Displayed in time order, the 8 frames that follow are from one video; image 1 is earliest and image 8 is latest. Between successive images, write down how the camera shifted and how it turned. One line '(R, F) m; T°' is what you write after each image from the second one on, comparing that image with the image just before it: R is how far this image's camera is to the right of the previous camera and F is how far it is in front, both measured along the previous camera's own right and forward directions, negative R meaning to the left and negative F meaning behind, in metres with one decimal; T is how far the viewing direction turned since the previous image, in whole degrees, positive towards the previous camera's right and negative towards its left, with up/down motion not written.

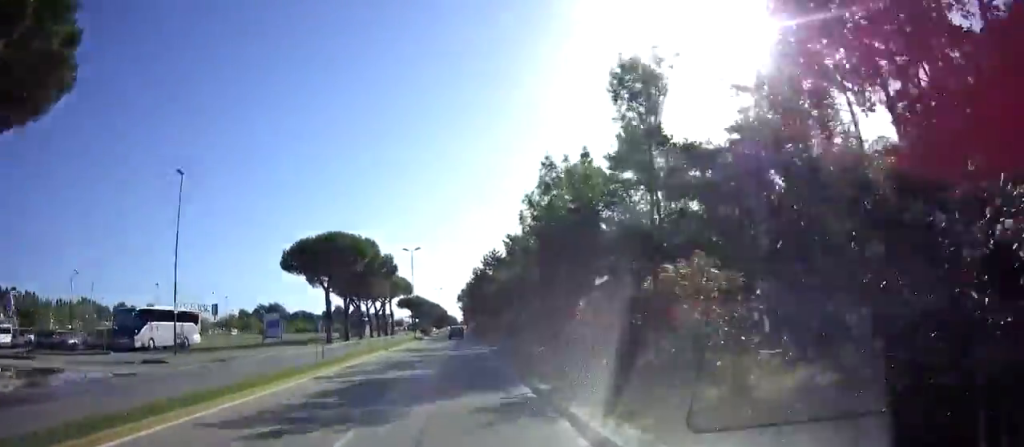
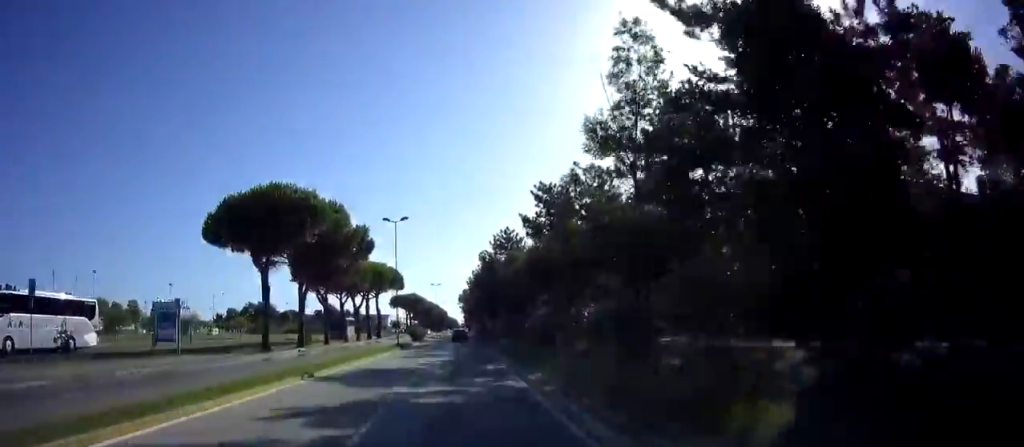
(0.0, +16.4) m; -1°
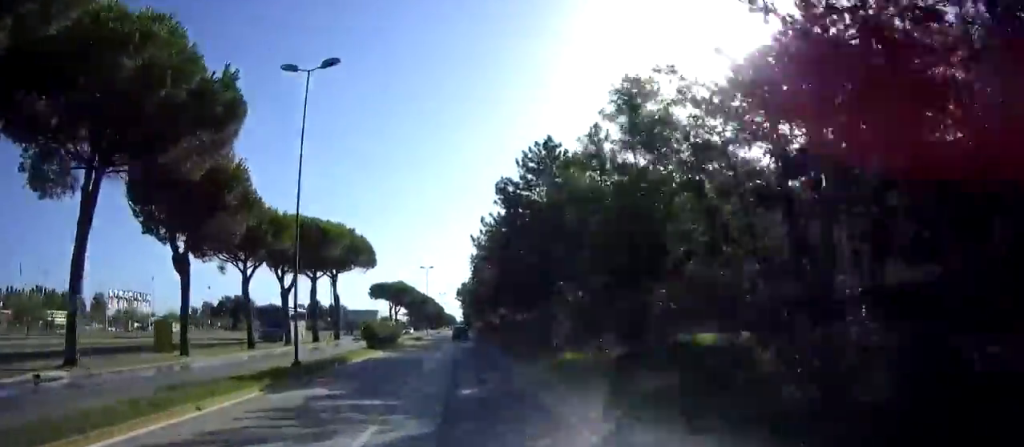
(-0.4, +25.6) m; 0°
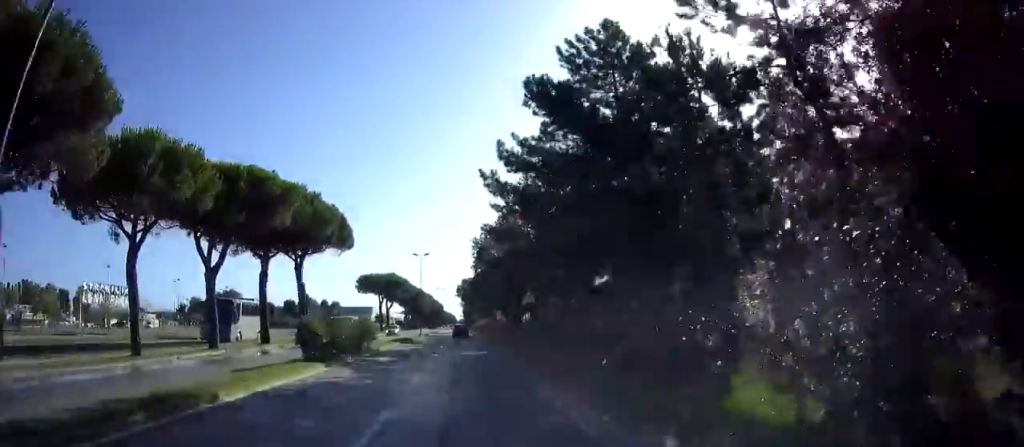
(+0.2, +11.6) m; +1°
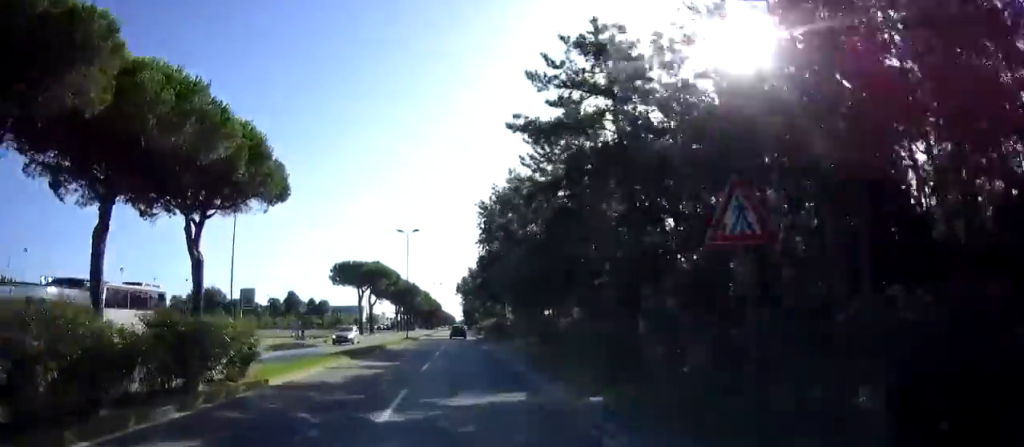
(+0.1, +16.3) m; +1°
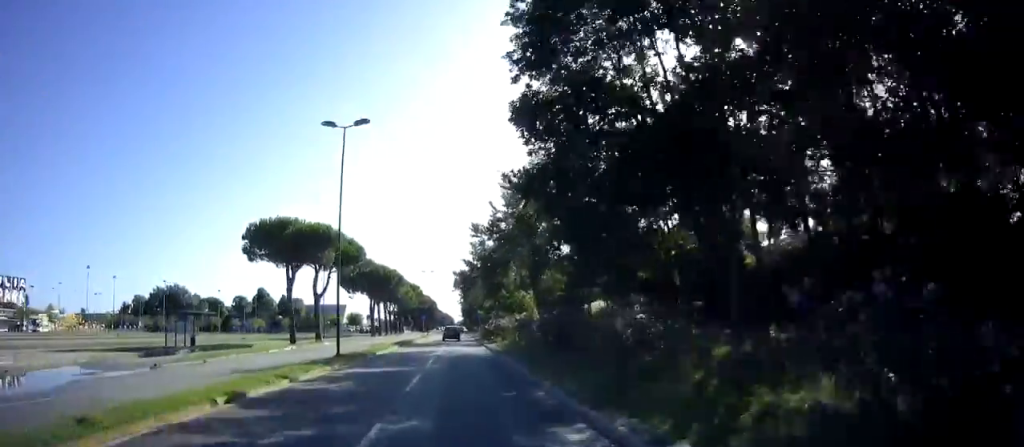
(+0.3, +26.1) m; +1°
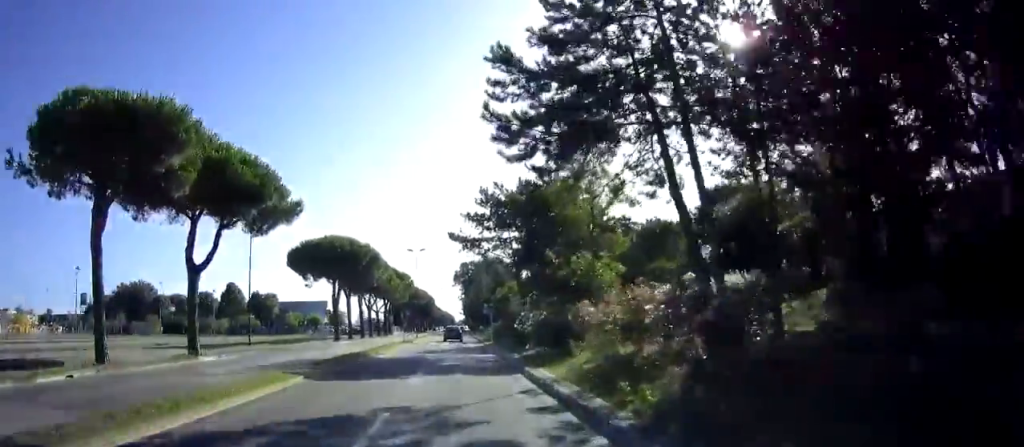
(-0.2, +22.5) m; -2°
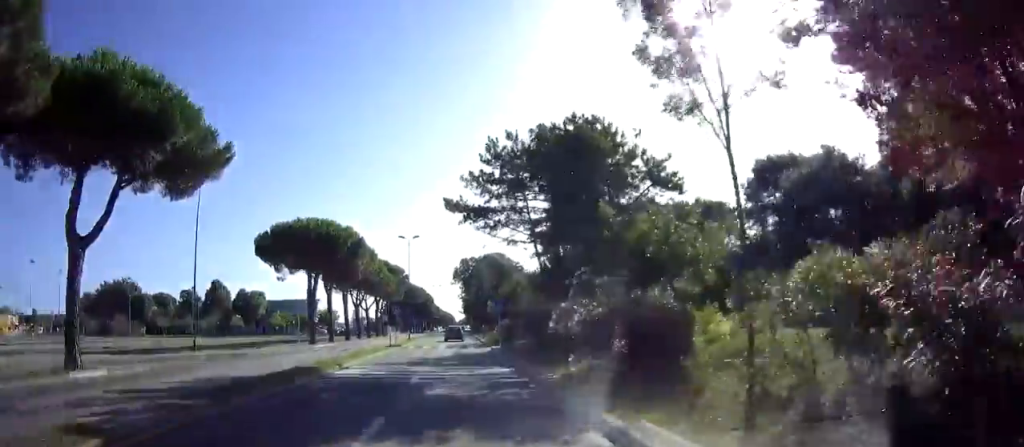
(0.0, +8.5) m; -1°
